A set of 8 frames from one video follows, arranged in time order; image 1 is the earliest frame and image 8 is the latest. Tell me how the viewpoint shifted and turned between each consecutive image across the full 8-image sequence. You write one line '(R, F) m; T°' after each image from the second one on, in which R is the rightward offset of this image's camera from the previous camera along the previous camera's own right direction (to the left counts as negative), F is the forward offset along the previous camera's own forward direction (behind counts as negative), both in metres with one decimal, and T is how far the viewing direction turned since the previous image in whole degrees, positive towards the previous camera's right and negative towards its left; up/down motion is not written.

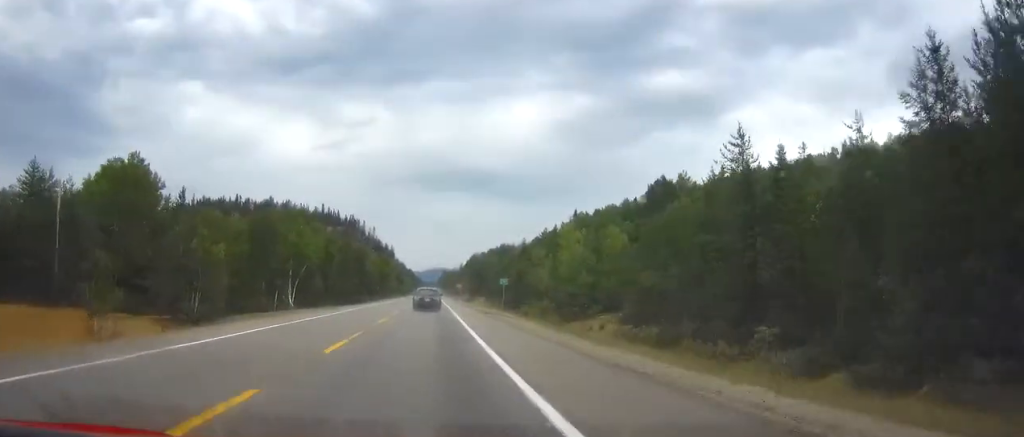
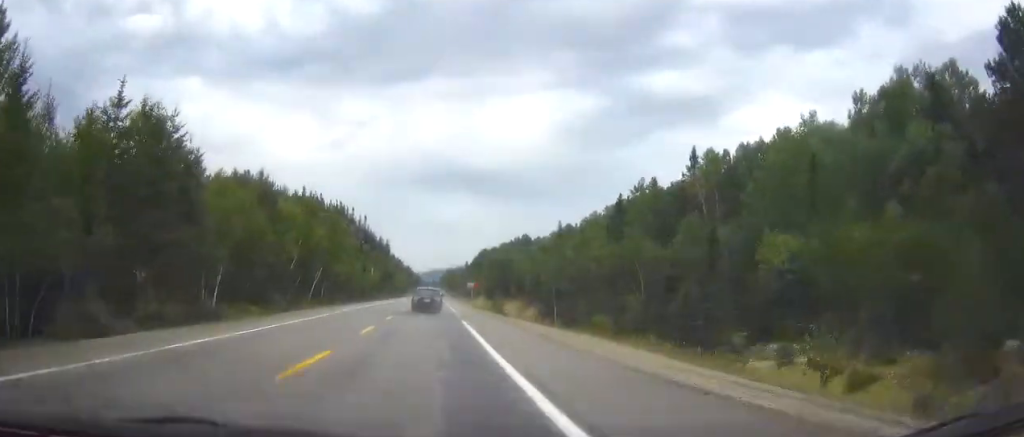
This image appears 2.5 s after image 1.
(-0.1, +74.3) m; 0°
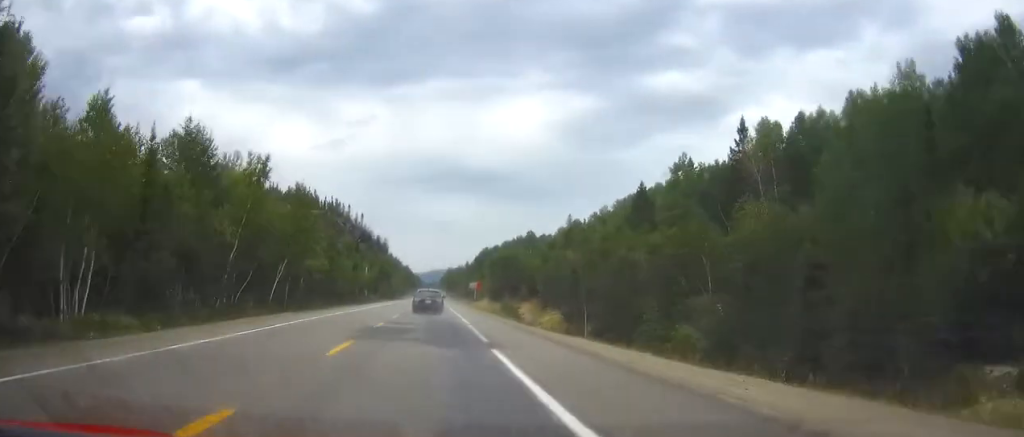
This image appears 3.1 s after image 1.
(0.0, +15.6) m; 0°
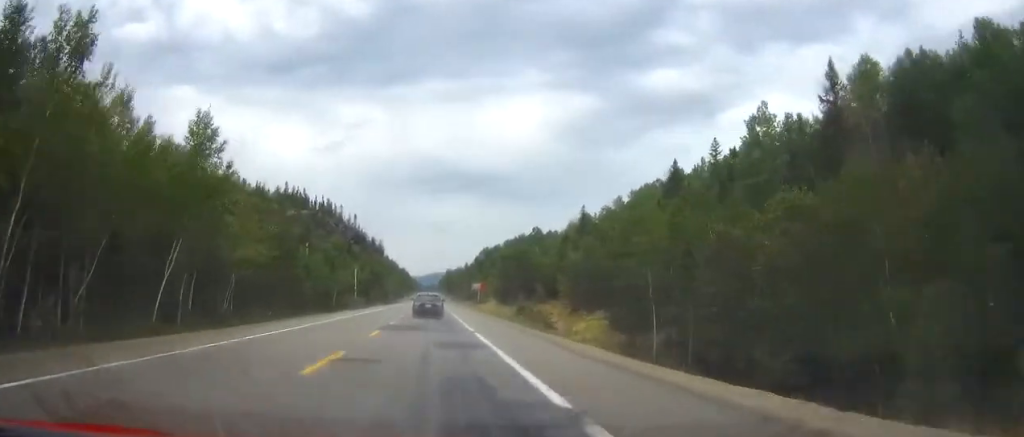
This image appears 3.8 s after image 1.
(0.0, +20.5) m; 0°
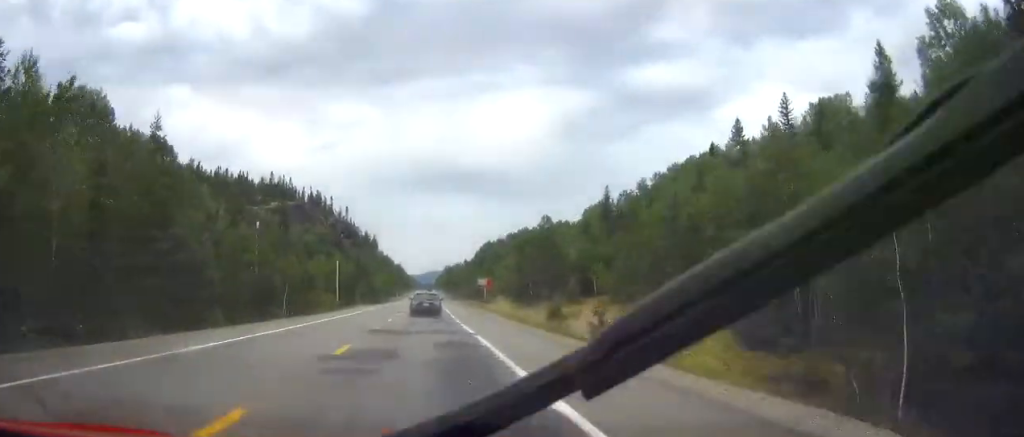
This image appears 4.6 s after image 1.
(+0.1, +25.3) m; 0°
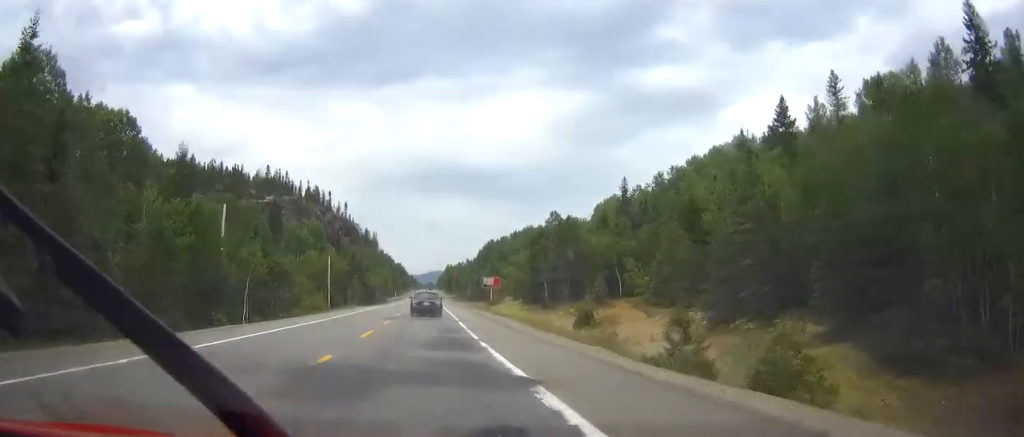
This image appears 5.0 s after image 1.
(0.0, +11.7) m; 0°
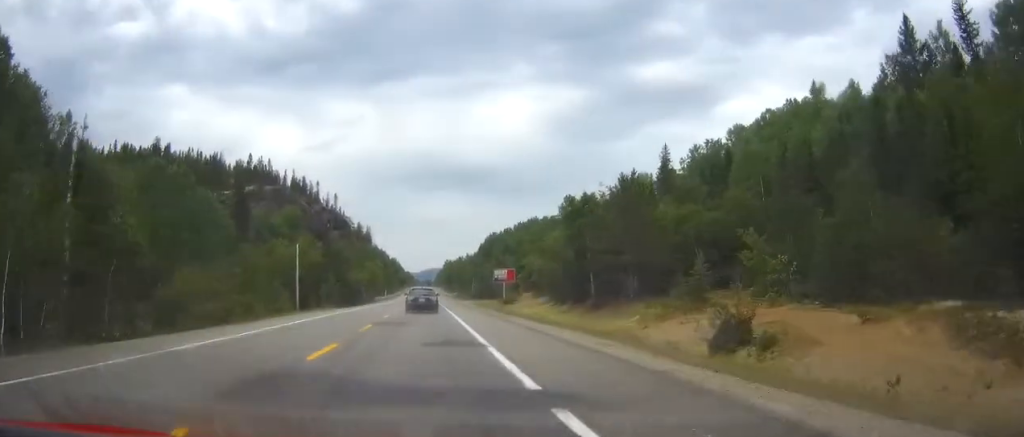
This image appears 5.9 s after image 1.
(0.0, +25.3) m; 0°
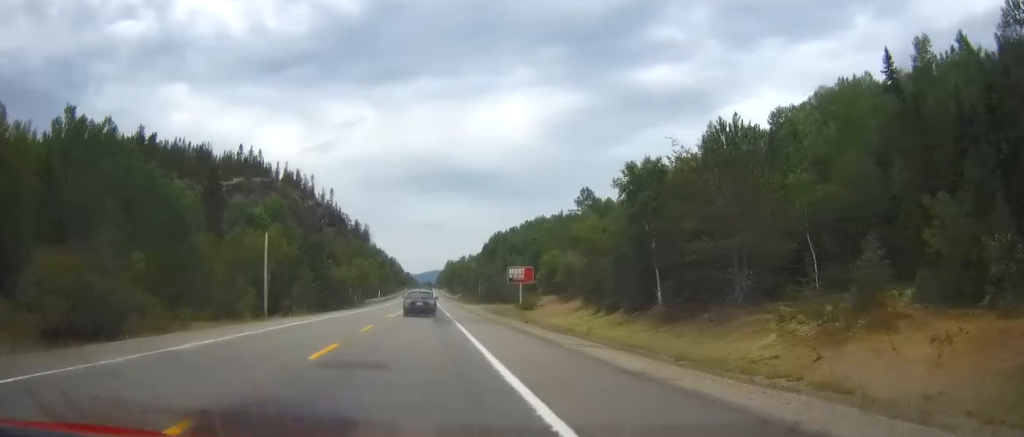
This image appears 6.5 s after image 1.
(0.0, +17.5) m; 0°
